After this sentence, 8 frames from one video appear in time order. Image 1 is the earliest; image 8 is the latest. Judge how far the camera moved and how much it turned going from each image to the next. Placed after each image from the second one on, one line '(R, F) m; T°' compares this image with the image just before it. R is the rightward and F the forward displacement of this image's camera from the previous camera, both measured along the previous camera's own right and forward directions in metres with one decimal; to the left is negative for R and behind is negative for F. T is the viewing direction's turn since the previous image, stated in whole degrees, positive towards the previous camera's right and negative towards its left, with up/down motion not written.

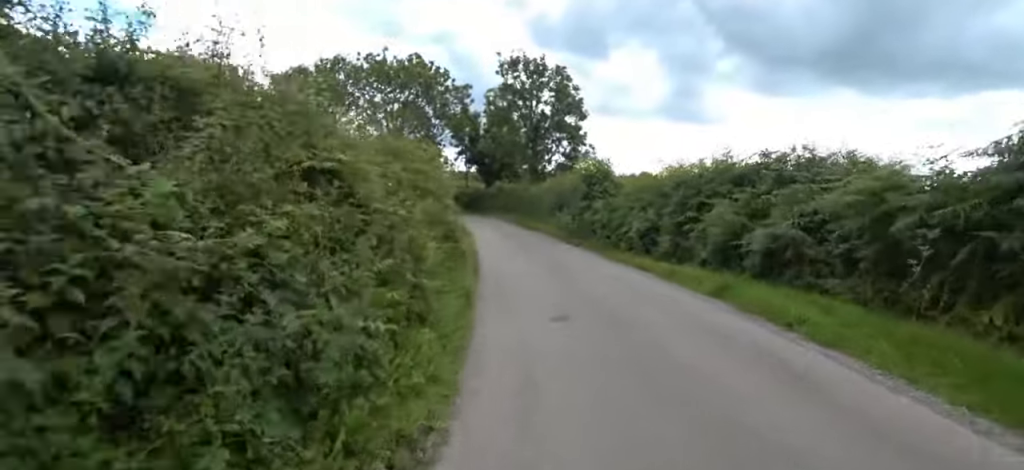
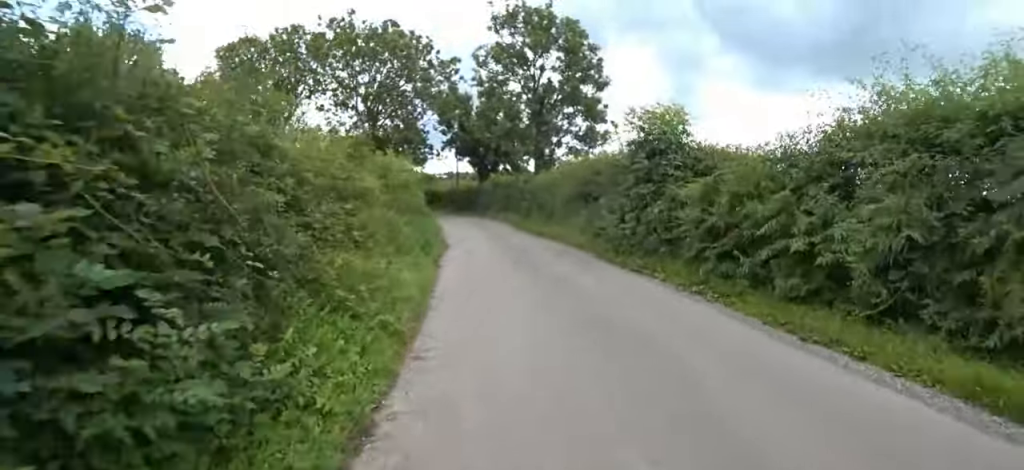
(-0.3, +7.7) m; -11°
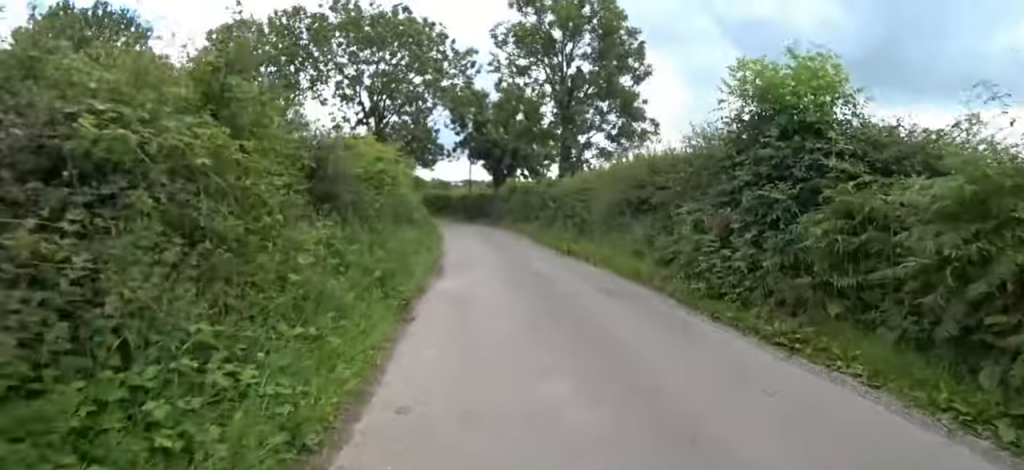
(-0.3, +3.8) m; -2°
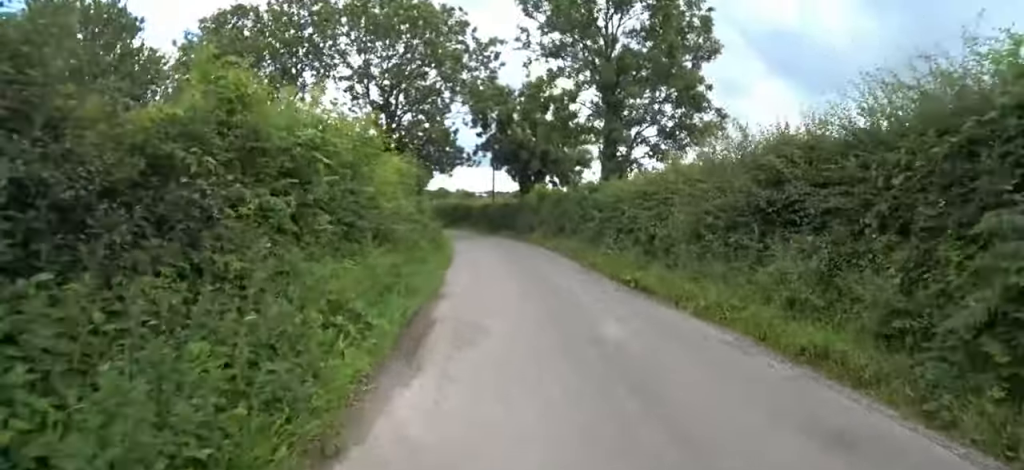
(-0.6, +4.0) m; 0°
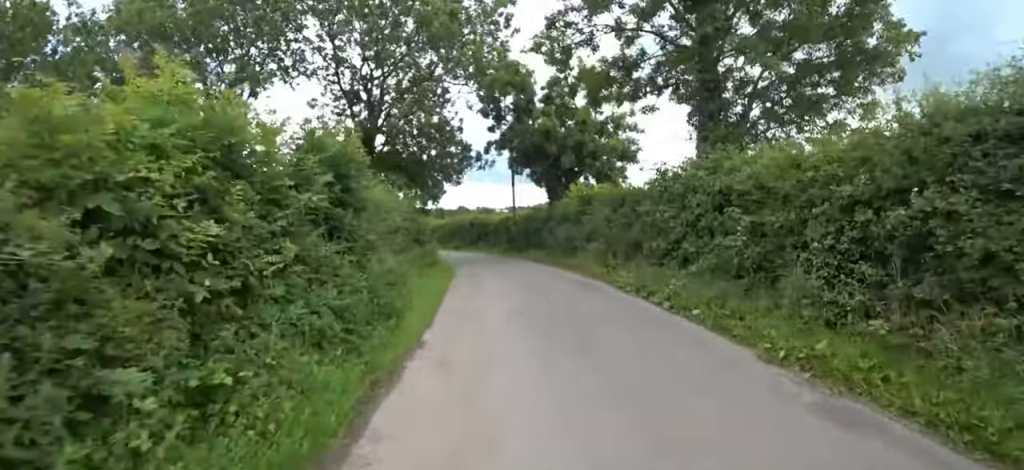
(+1.0, +7.3) m; +9°
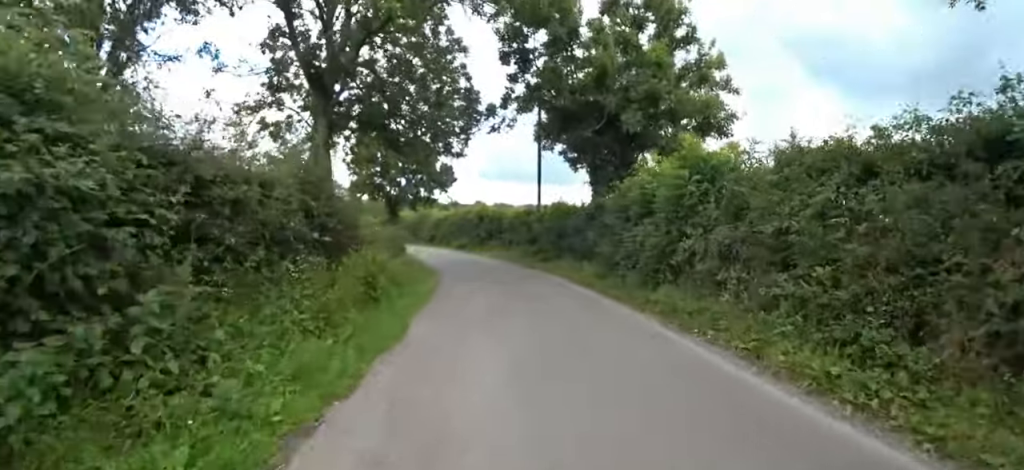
(-0.3, +8.1) m; -11°
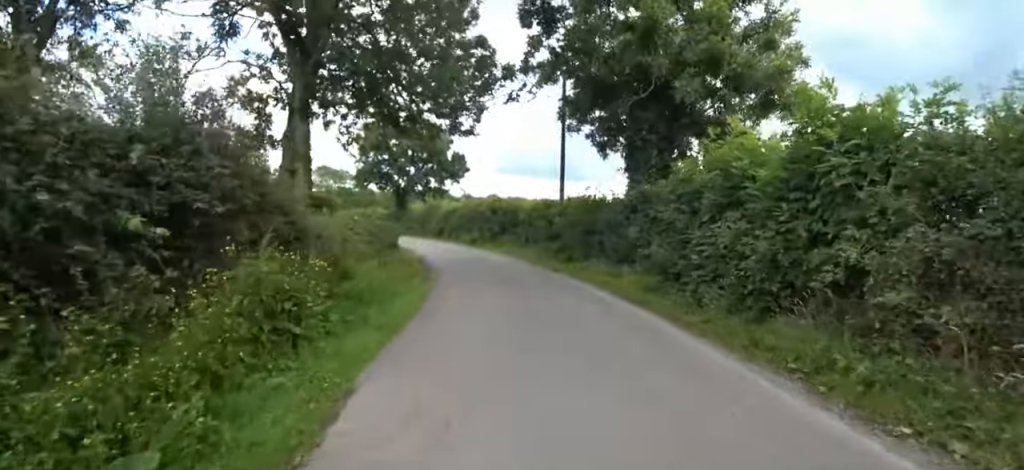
(-0.4, +2.8) m; -5°
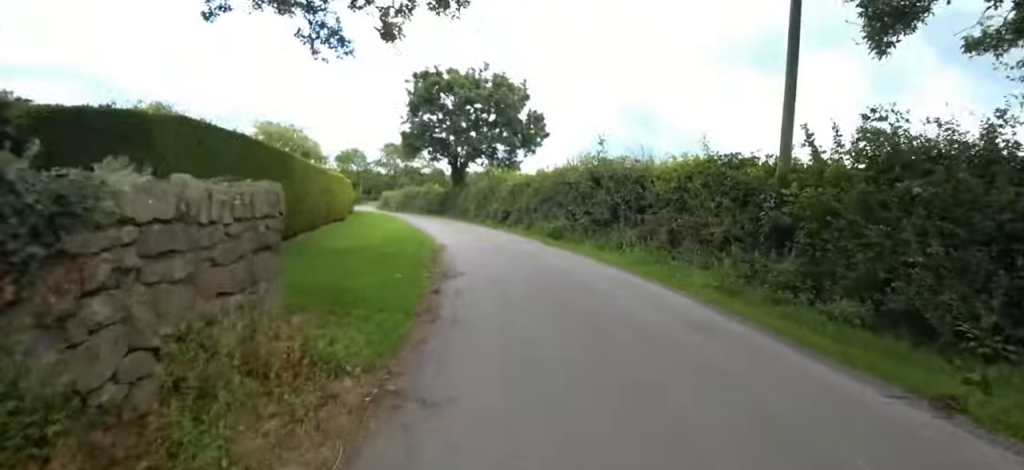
(-1.1, +10.4) m; -7°
